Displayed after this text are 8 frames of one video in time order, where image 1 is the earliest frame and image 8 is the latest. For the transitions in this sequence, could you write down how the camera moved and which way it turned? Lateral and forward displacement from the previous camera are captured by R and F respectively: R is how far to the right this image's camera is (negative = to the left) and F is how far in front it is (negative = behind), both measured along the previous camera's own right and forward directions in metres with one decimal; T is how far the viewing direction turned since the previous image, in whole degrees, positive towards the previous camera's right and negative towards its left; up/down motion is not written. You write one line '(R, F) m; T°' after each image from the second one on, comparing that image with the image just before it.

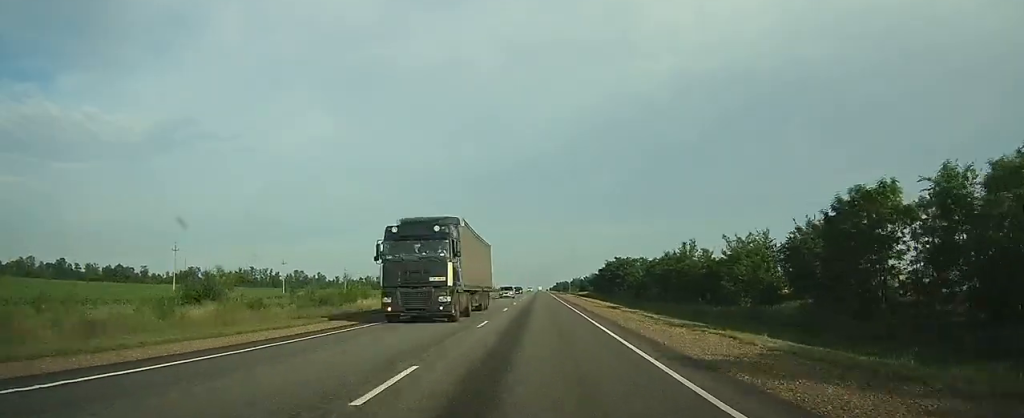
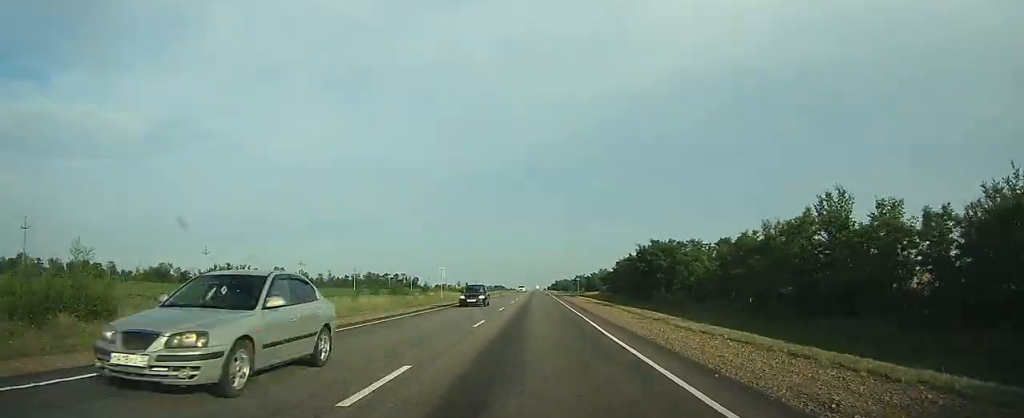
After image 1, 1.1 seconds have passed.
(0.0, +34.3) m; 0°
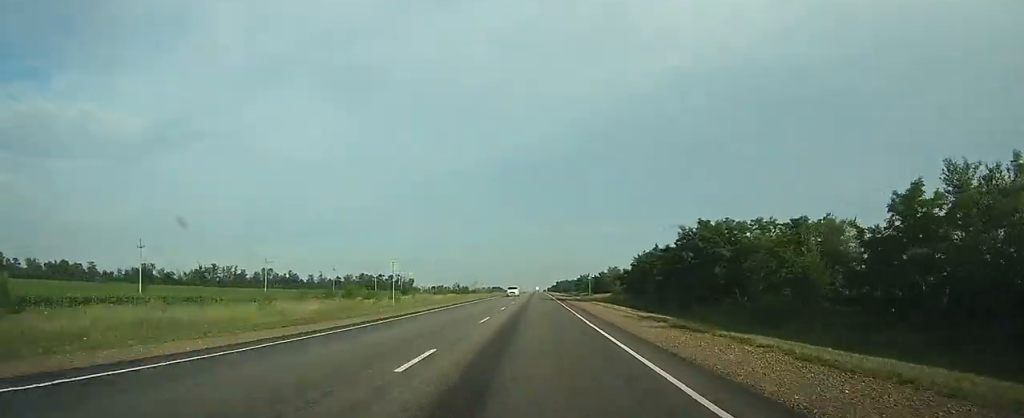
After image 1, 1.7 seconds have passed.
(0.0, +21.4) m; 0°
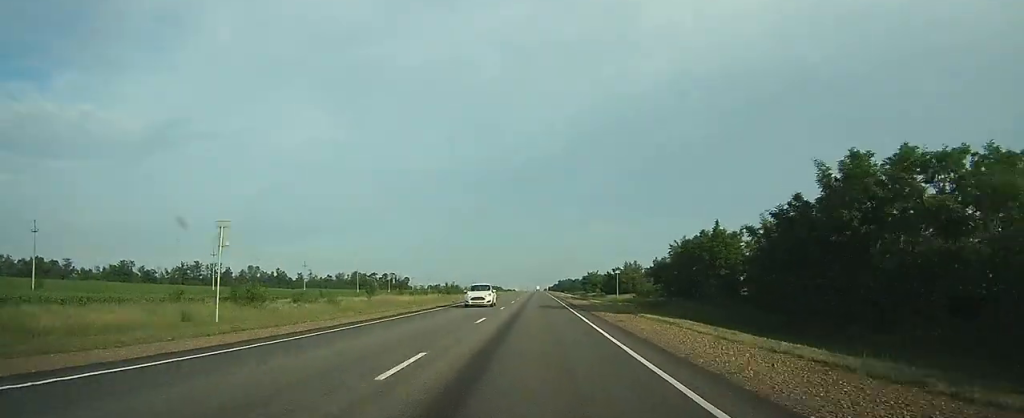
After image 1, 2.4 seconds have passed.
(0.0, +26.3) m; 0°
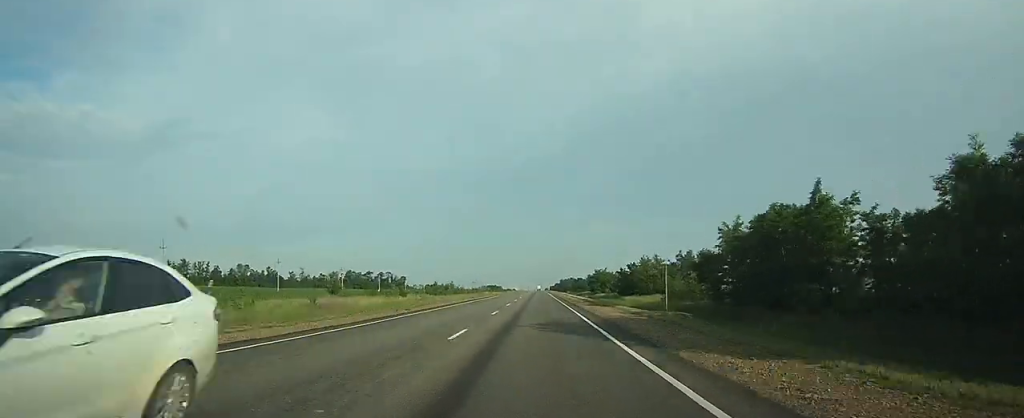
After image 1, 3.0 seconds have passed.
(0.0, +19.6) m; 0°
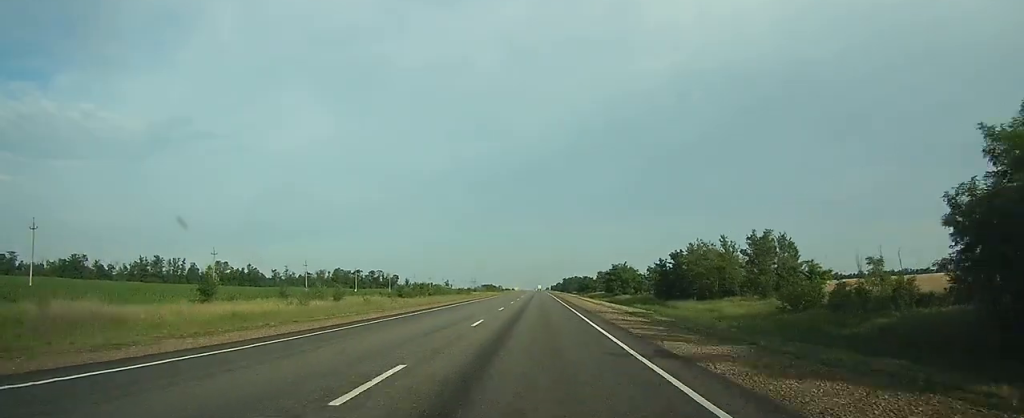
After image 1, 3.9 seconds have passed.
(0.0, +35.3) m; 0°
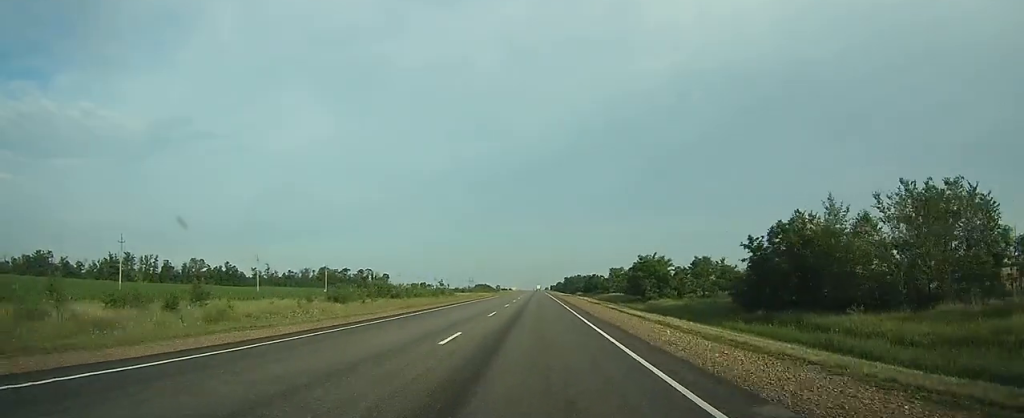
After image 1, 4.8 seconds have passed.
(0.0, +33.7) m; 0°
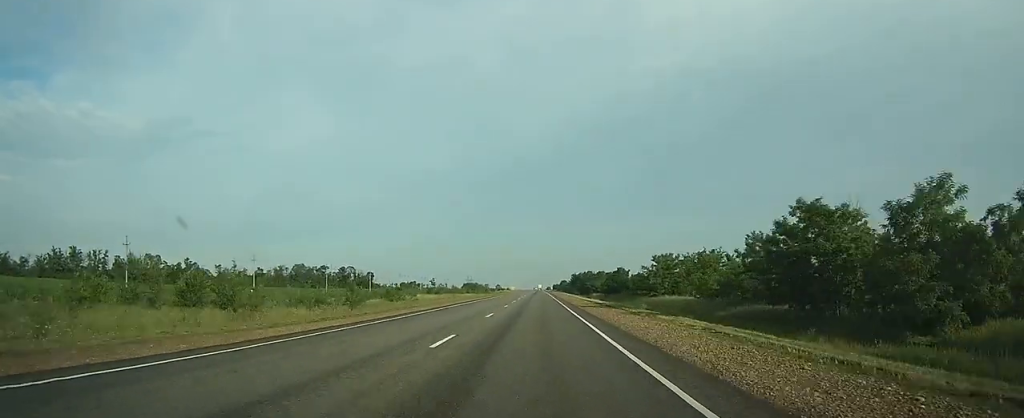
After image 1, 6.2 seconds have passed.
(+0.1, +54.1) m; 0°
